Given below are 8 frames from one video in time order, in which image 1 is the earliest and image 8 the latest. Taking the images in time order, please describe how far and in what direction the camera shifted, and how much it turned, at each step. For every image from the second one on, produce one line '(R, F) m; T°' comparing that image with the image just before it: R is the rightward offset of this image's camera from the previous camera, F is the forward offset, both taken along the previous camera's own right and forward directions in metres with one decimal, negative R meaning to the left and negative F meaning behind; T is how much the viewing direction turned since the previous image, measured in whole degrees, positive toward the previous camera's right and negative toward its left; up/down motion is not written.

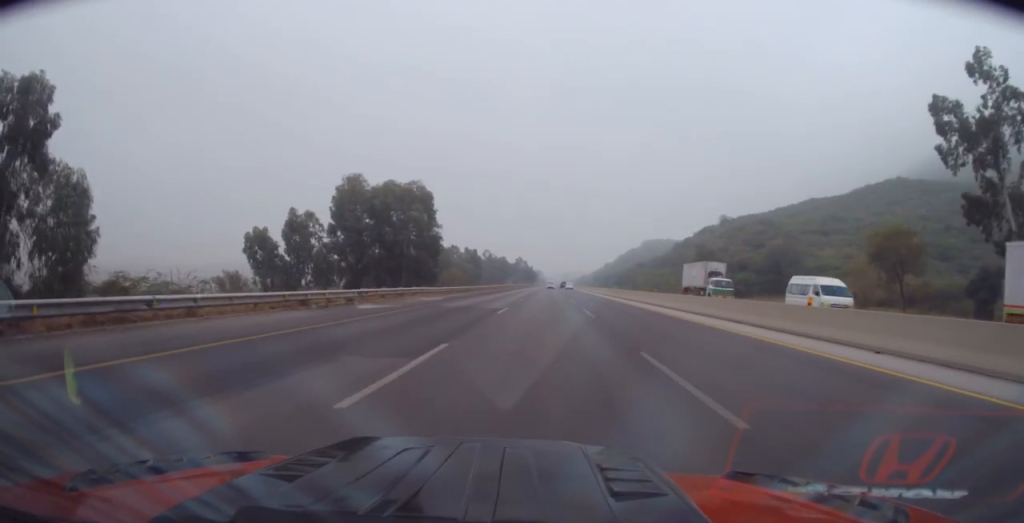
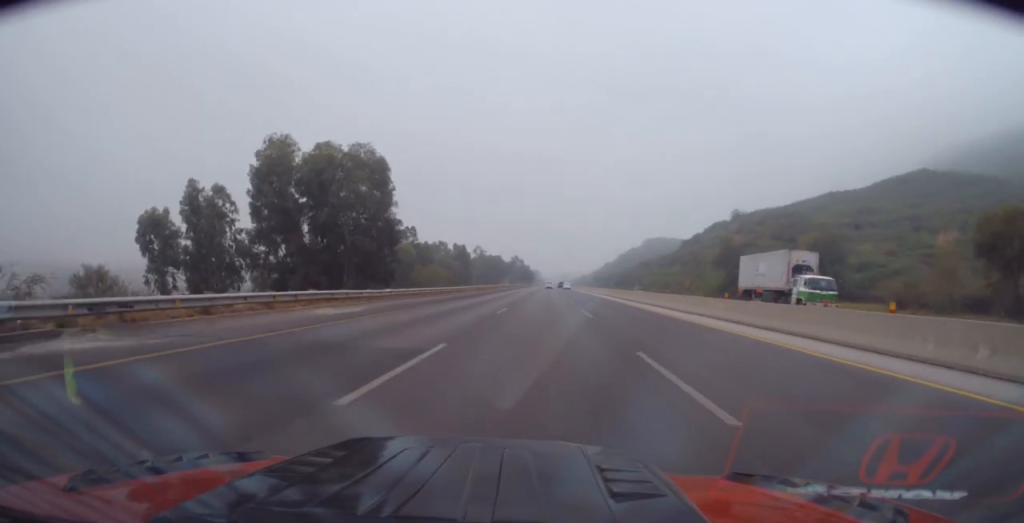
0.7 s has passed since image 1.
(0.0, +17.8) m; 0°
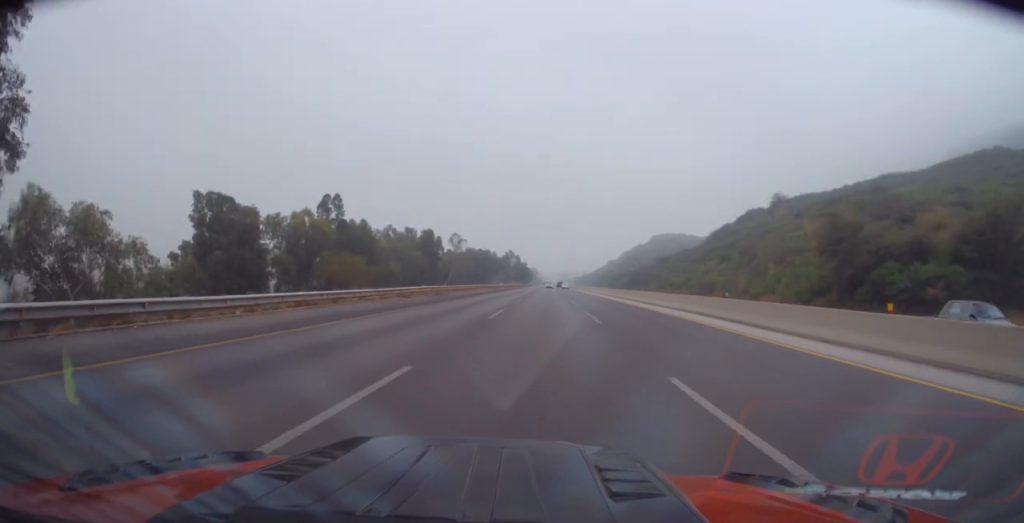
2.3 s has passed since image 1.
(+0.2, +40.2) m; 0°
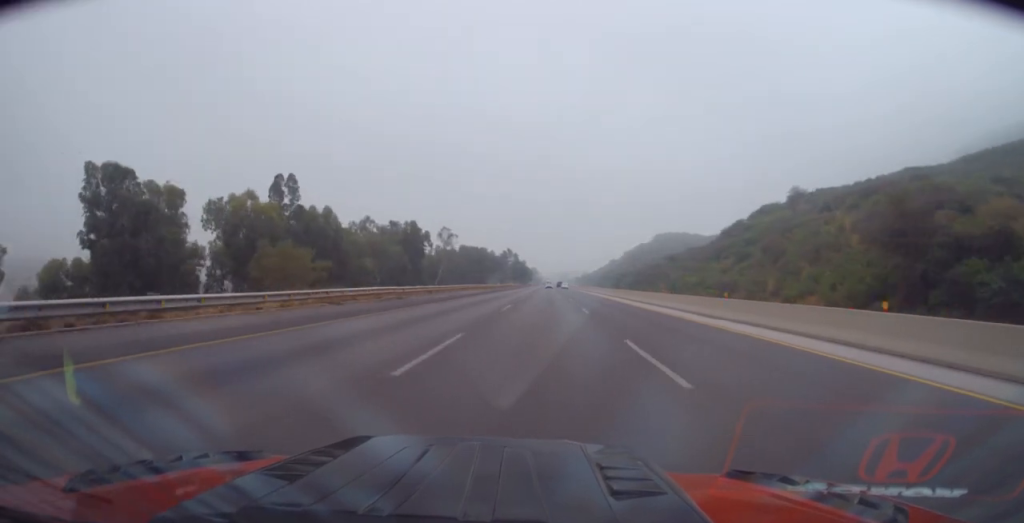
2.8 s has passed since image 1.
(0.0, +12.9) m; 0°
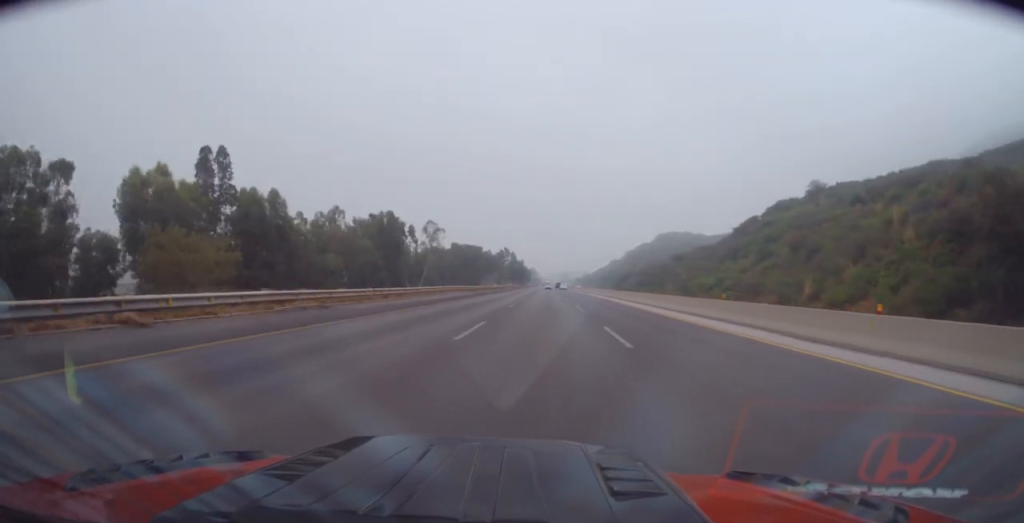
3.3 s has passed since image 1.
(0.0, +12.9) m; 0°
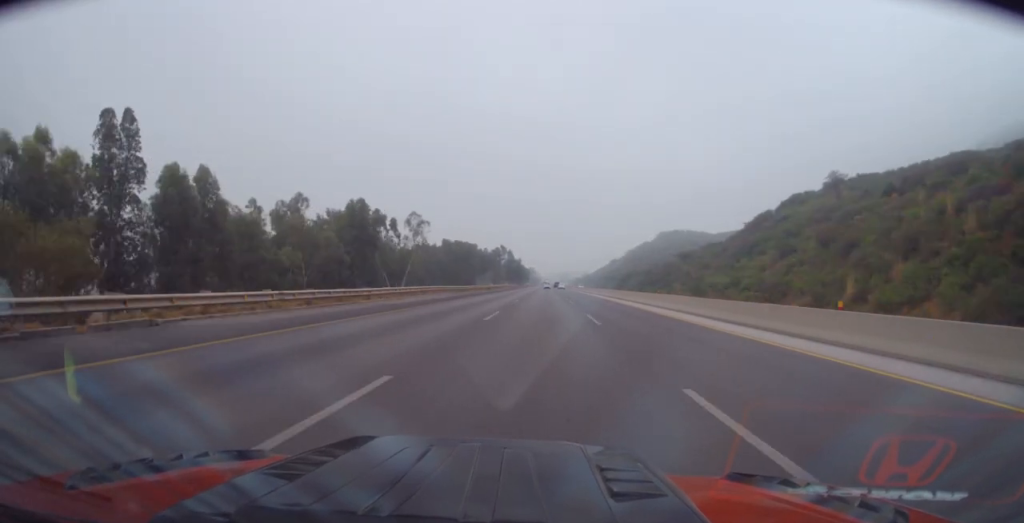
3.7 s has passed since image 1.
(0.0, +11.1) m; 0°
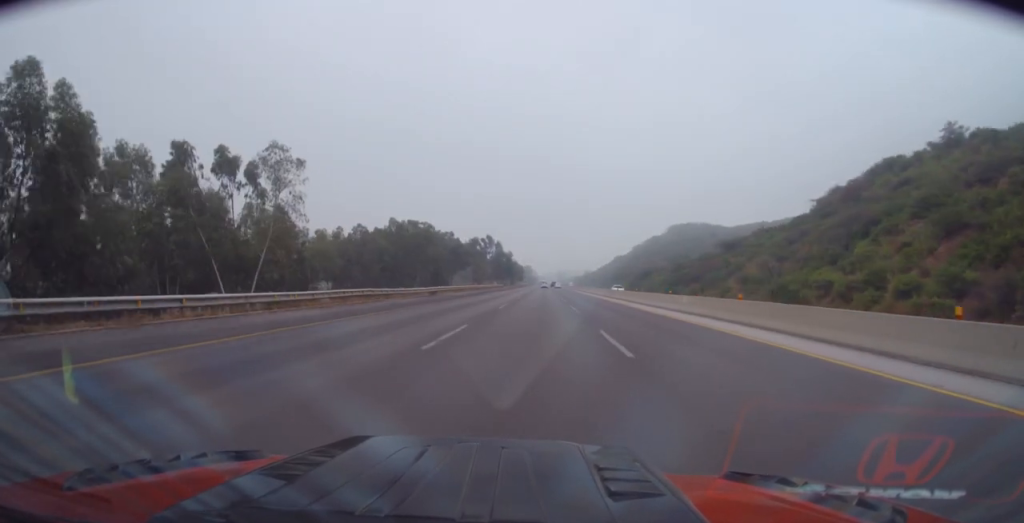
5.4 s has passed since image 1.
(+0.1, +44.7) m; +1°
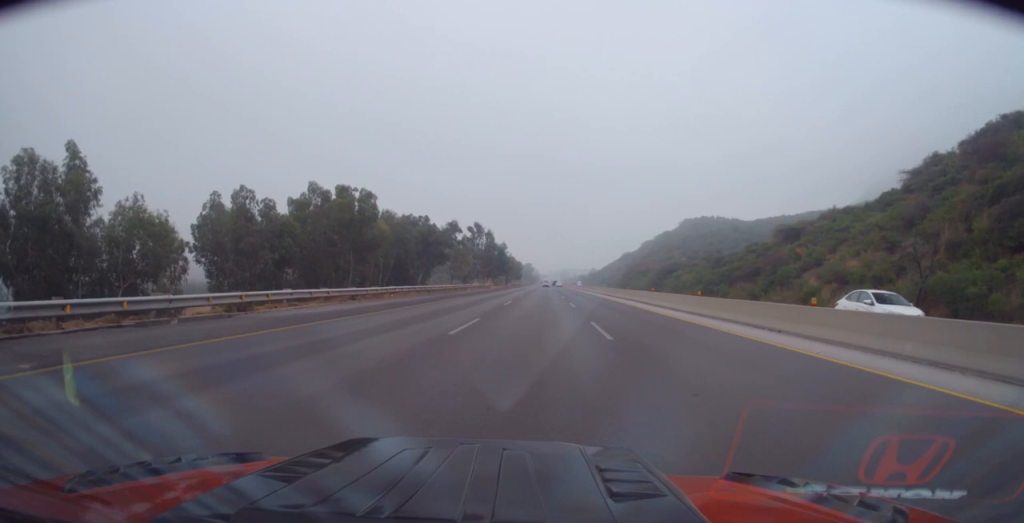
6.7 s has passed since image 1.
(+0.1, +32.8) m; 0°
